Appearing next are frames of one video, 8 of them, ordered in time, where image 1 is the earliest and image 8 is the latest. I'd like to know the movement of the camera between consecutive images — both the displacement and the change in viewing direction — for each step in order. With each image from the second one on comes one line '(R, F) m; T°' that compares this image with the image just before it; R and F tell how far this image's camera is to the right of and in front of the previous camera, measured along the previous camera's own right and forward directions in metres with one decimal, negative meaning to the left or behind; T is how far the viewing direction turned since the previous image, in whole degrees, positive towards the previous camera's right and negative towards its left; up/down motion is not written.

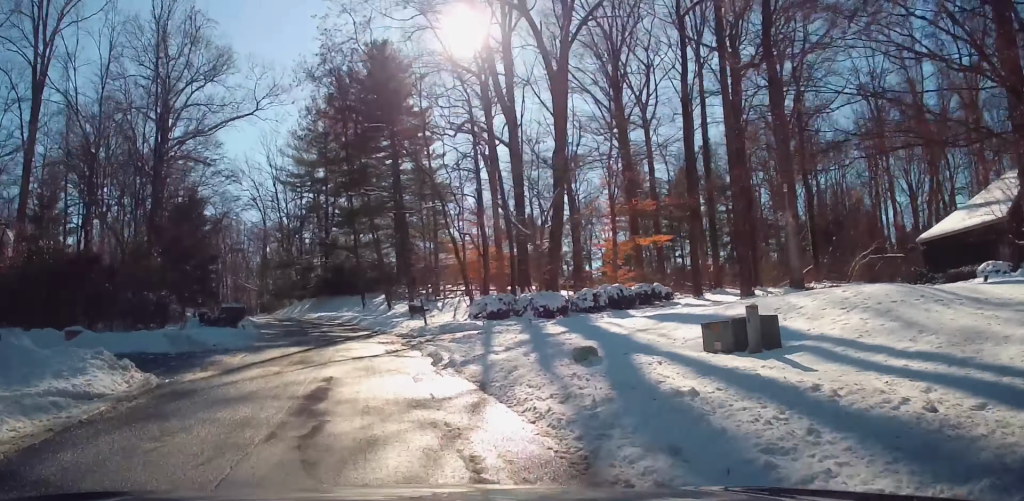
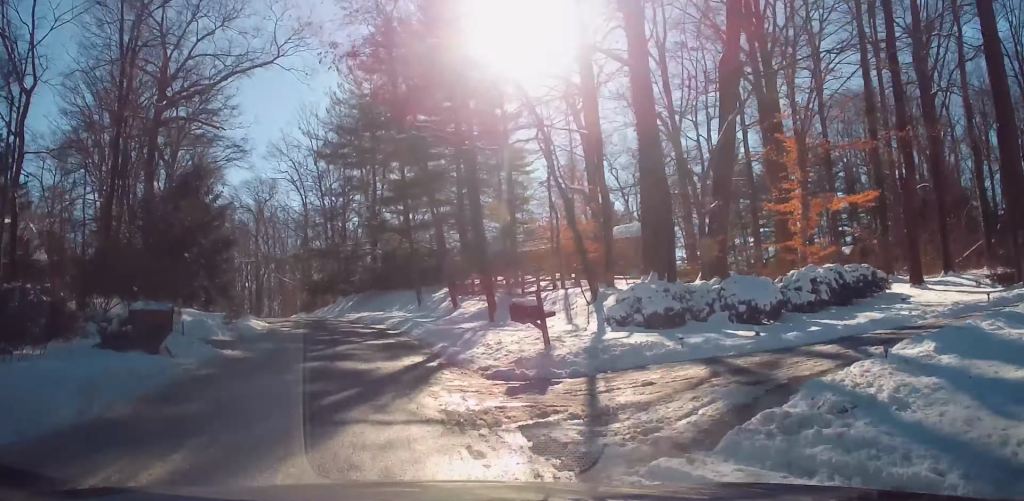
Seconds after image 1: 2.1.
(-0.6, +14.8) m; -3°
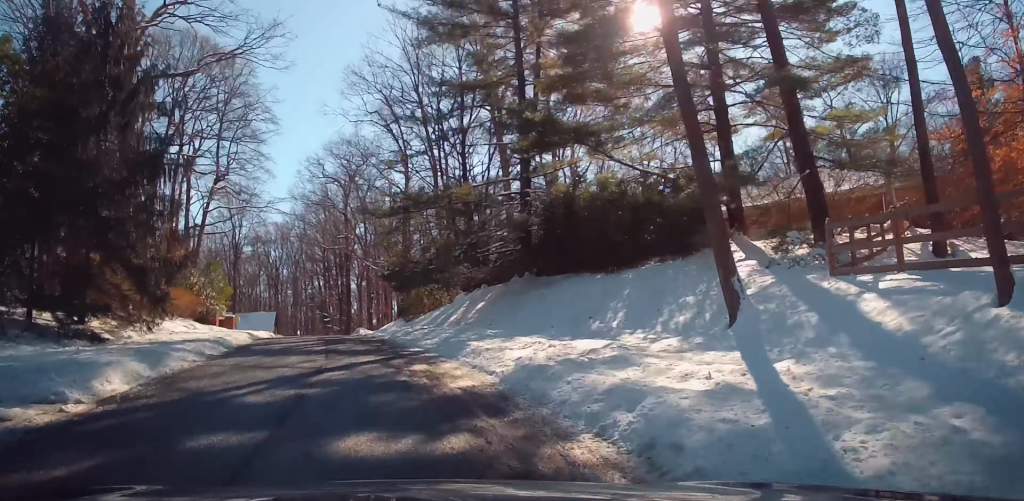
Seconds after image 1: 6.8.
(-3.0, +31.5) m; -12°
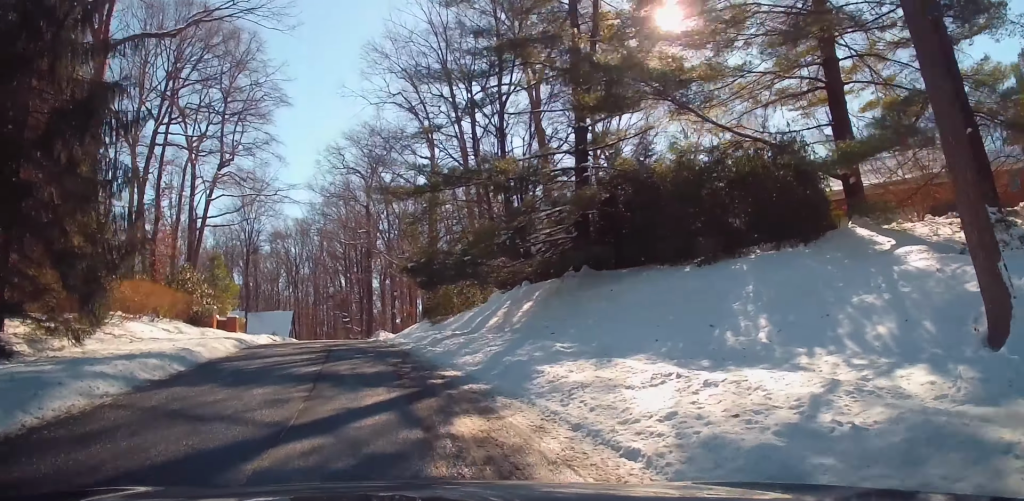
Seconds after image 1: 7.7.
(-0.2, +5.9) m; -1°
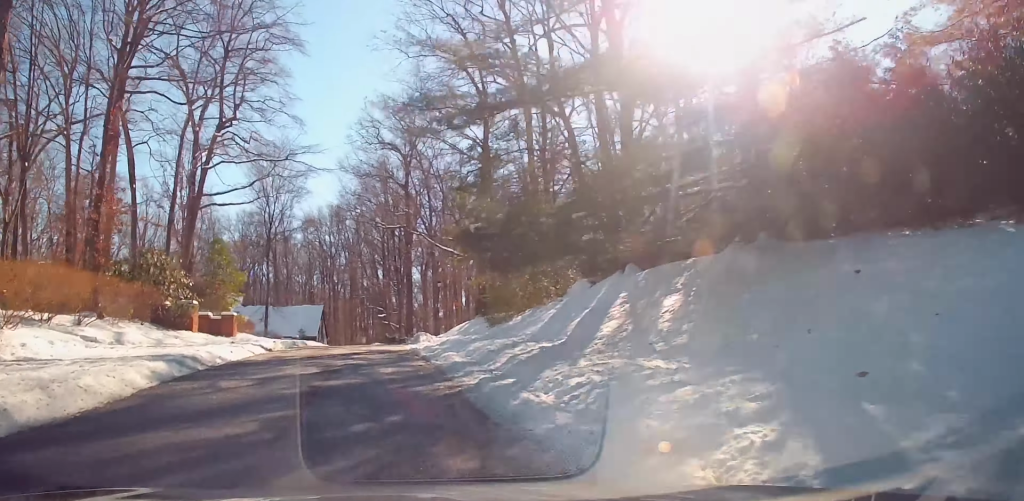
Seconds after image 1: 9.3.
(-0.2, +10.0) m; -3°
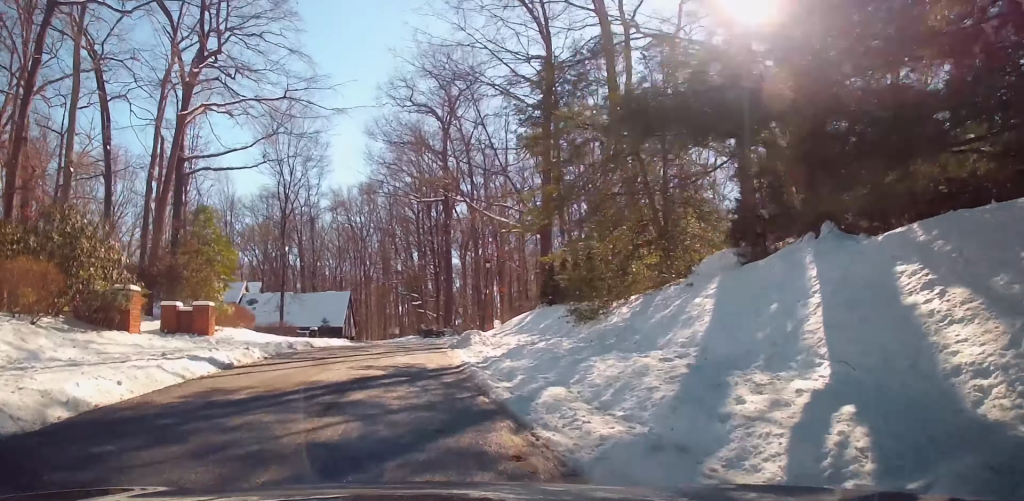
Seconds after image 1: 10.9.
(+0.1, +9.2) m; -4°
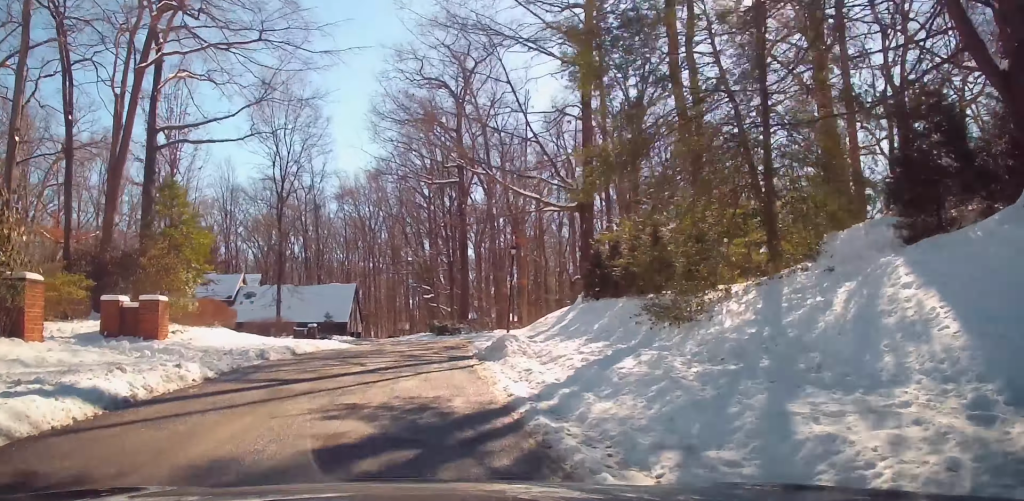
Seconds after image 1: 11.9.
(-0.6, +5.5) m; -1°
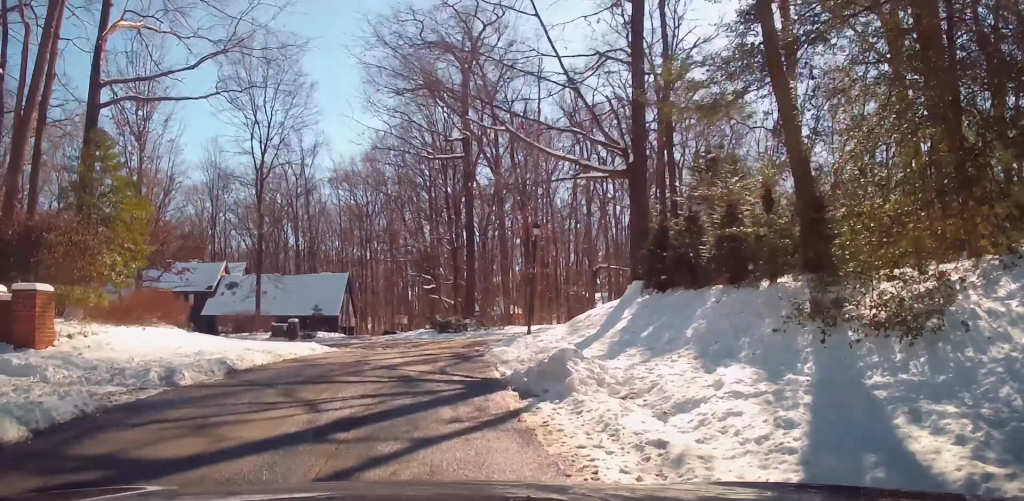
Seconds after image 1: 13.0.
(-0.3, +5.9) m; +1°
